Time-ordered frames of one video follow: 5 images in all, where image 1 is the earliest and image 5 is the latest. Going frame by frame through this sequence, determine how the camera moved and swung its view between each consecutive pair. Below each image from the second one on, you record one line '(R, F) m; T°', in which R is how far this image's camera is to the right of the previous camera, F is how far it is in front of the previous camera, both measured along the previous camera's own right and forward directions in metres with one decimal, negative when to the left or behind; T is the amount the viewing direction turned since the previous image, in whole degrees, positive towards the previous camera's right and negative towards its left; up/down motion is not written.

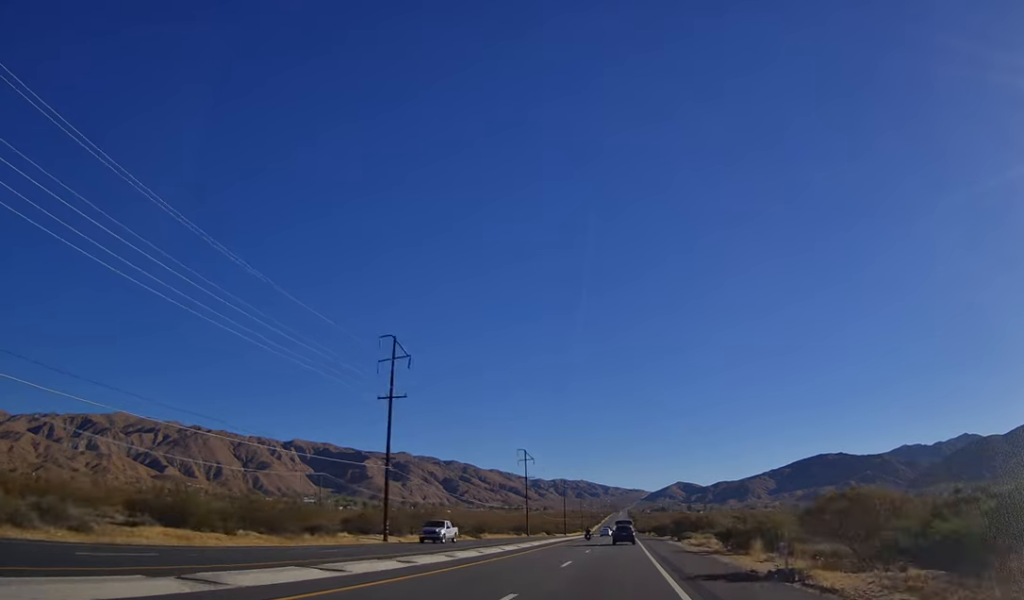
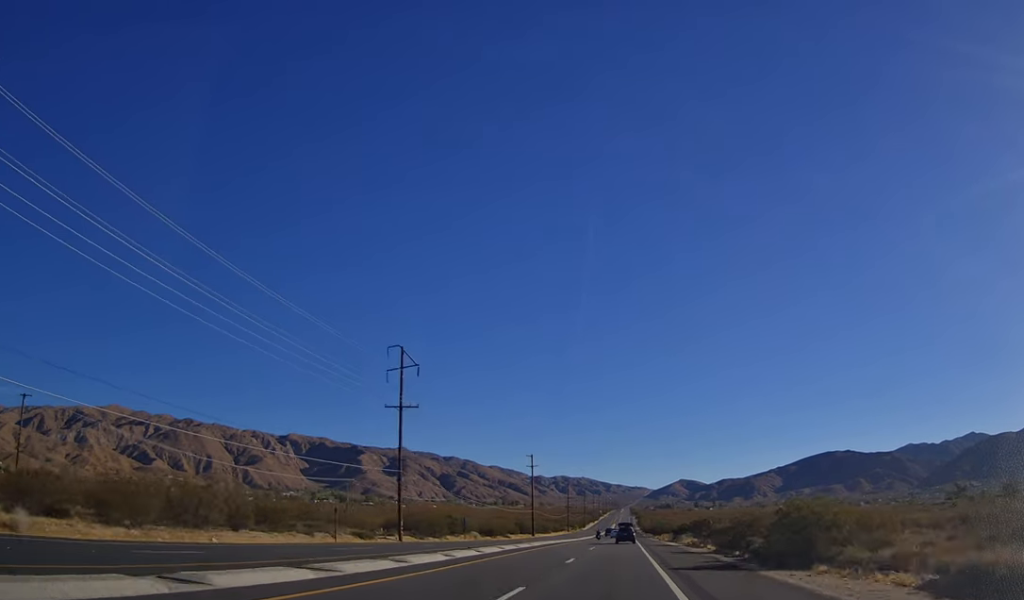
(-0.2, +86.1) m; 0°
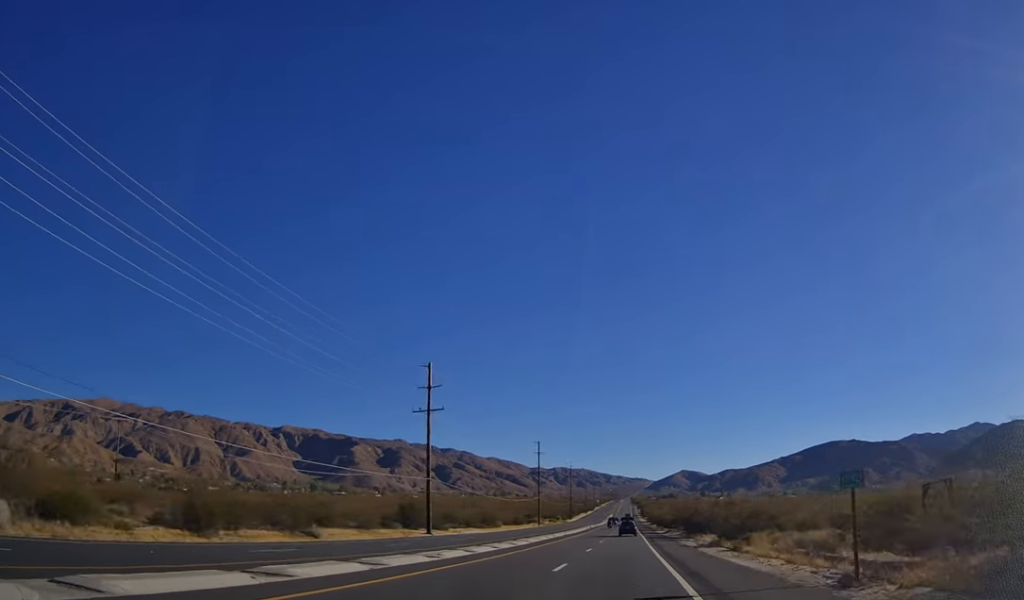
(+0.1, +82.8) m; 0°
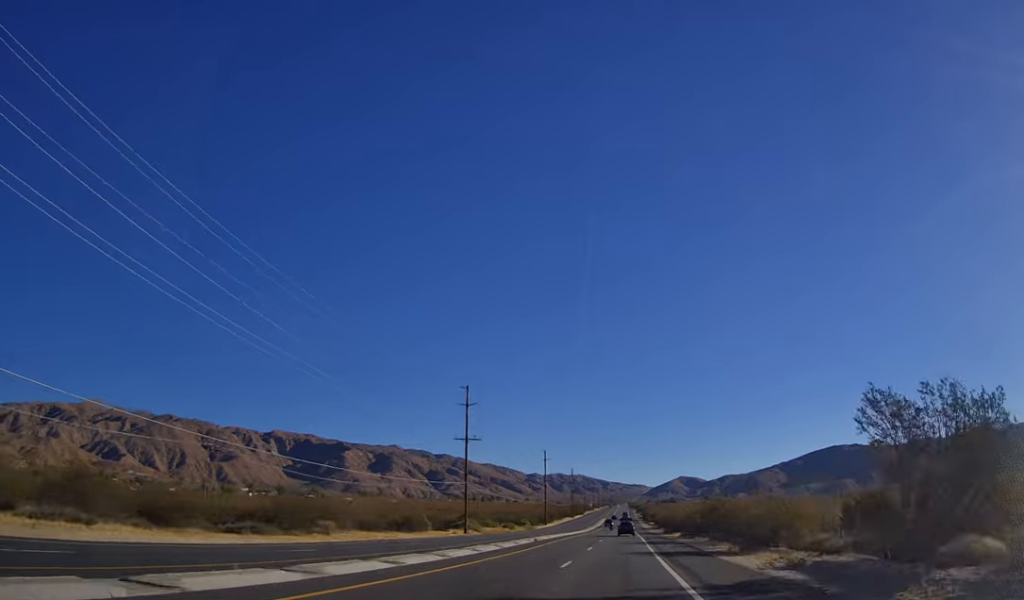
(+0.5, +71.9) m; 0°
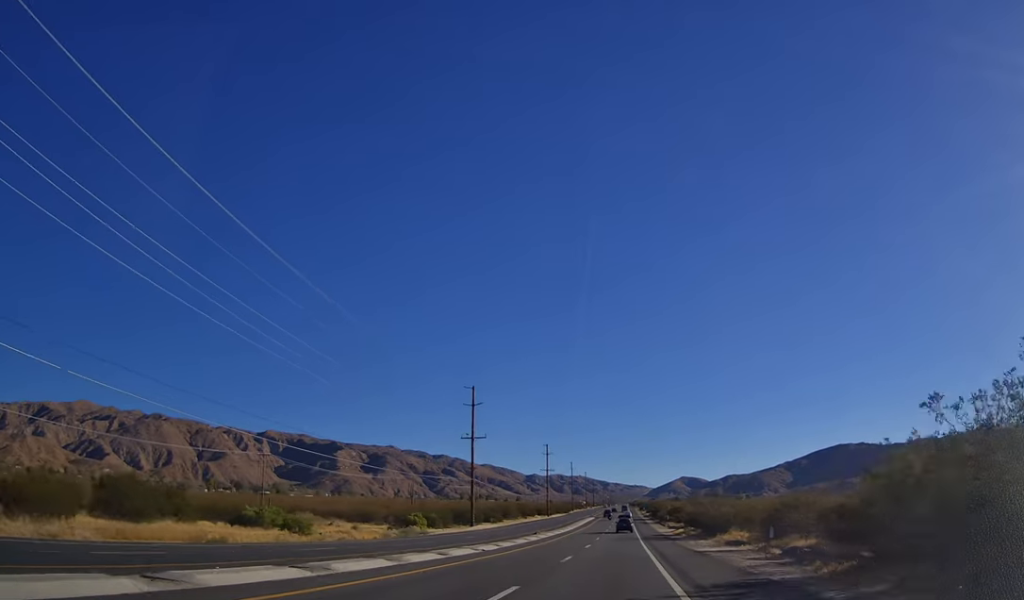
(-0.6, +84.1) m; 0°
